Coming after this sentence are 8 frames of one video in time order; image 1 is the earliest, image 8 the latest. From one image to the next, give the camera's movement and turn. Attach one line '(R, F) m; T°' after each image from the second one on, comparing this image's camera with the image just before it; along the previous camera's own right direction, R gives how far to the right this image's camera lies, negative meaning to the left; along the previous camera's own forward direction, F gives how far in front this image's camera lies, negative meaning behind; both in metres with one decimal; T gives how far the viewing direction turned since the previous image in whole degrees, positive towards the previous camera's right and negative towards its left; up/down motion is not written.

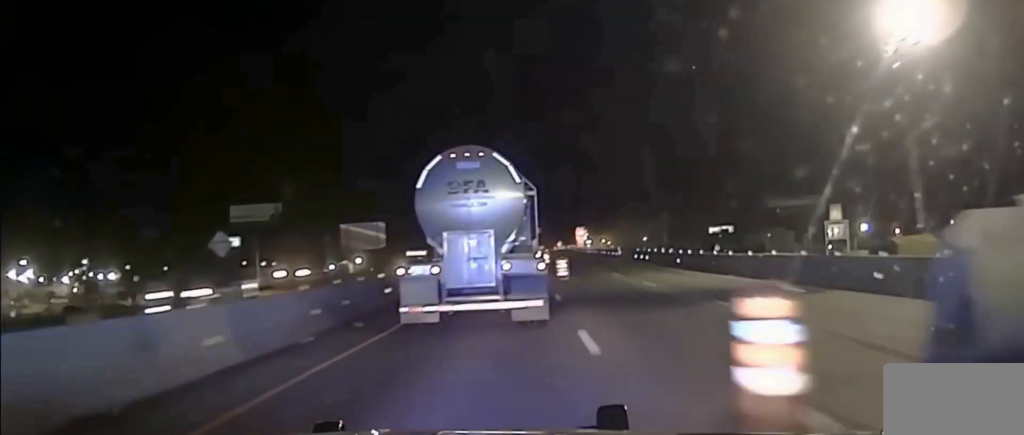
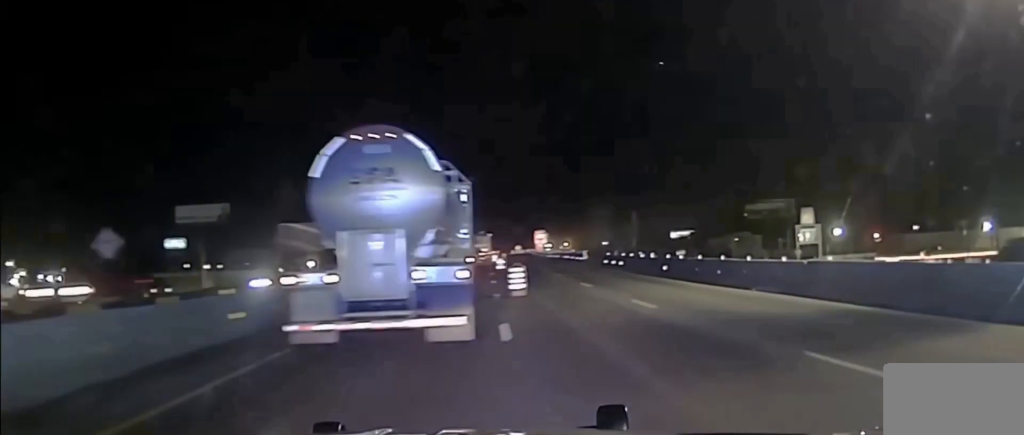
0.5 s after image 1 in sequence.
(0.0, +9.6) m; 0°
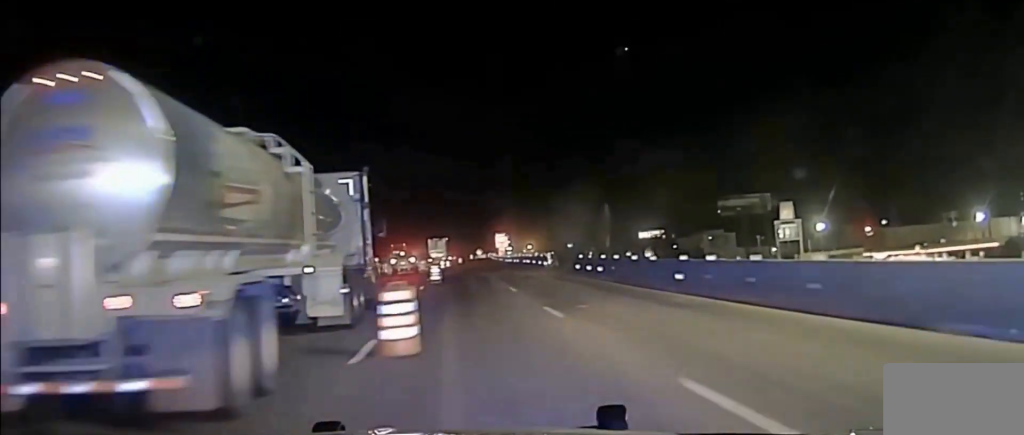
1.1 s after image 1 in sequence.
(+0.1, +12.1) m; +1°
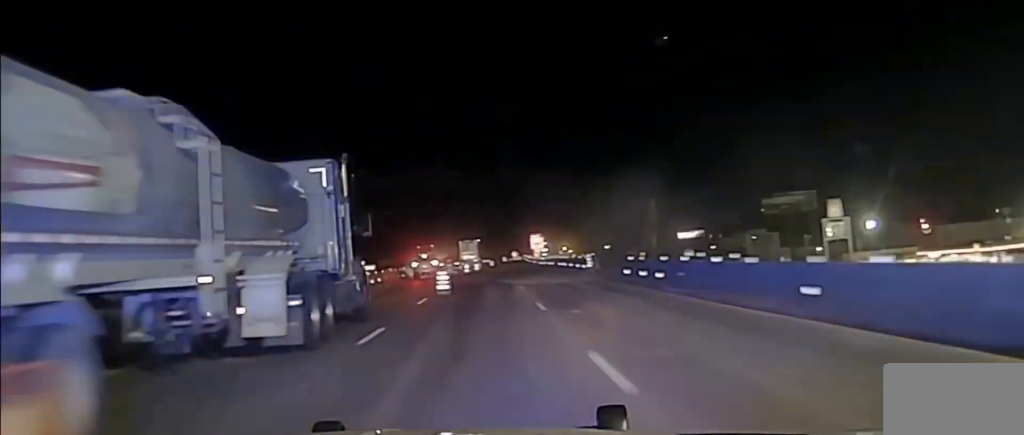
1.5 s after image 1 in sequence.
(0.0, +7.6) m; 0°
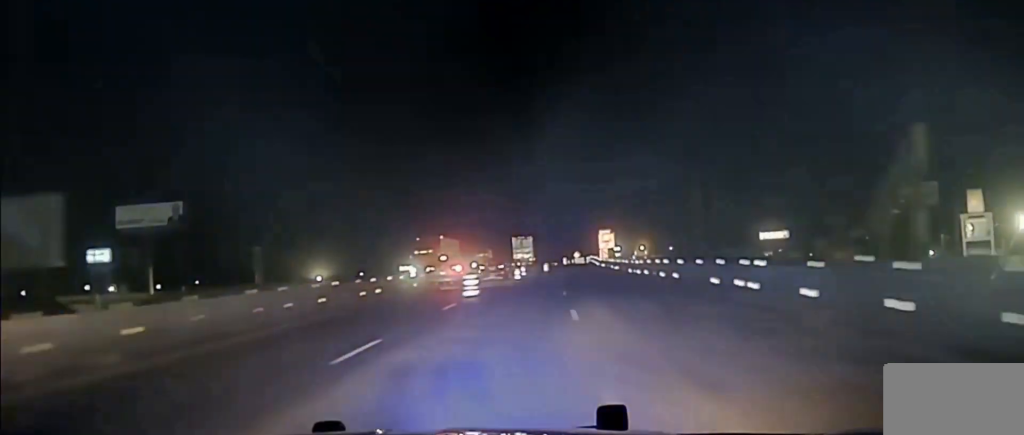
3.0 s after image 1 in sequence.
(-0.3, +34.3) m; -2°
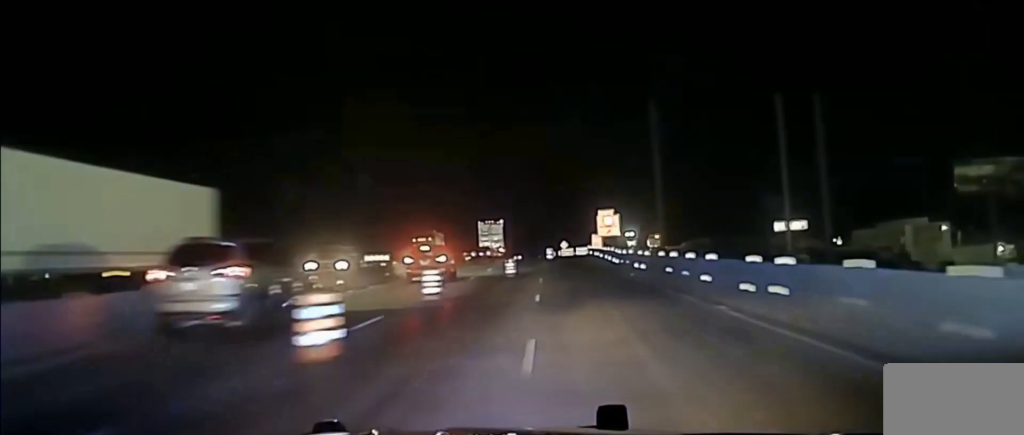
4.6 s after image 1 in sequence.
(-0.8, +42.7) m; -1°
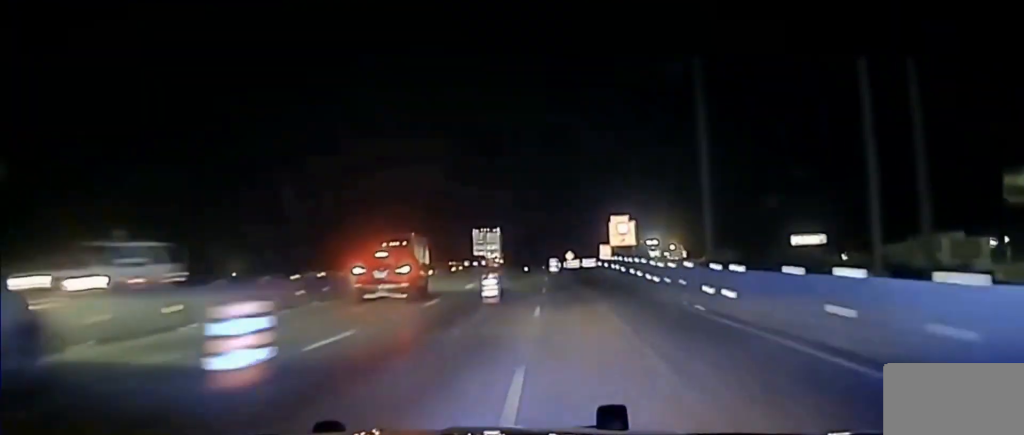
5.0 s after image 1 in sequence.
(+0.2, +14.9) m; 0°
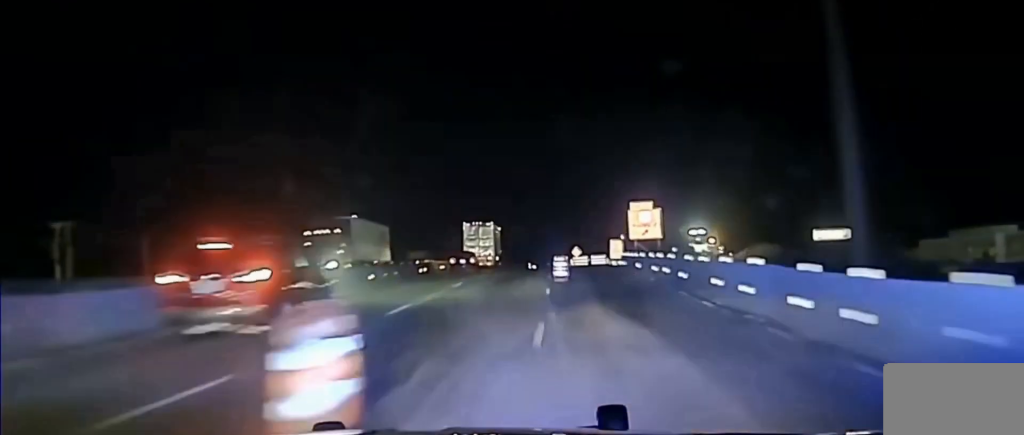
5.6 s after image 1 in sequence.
(+0.1, +17.3) m; 0°
